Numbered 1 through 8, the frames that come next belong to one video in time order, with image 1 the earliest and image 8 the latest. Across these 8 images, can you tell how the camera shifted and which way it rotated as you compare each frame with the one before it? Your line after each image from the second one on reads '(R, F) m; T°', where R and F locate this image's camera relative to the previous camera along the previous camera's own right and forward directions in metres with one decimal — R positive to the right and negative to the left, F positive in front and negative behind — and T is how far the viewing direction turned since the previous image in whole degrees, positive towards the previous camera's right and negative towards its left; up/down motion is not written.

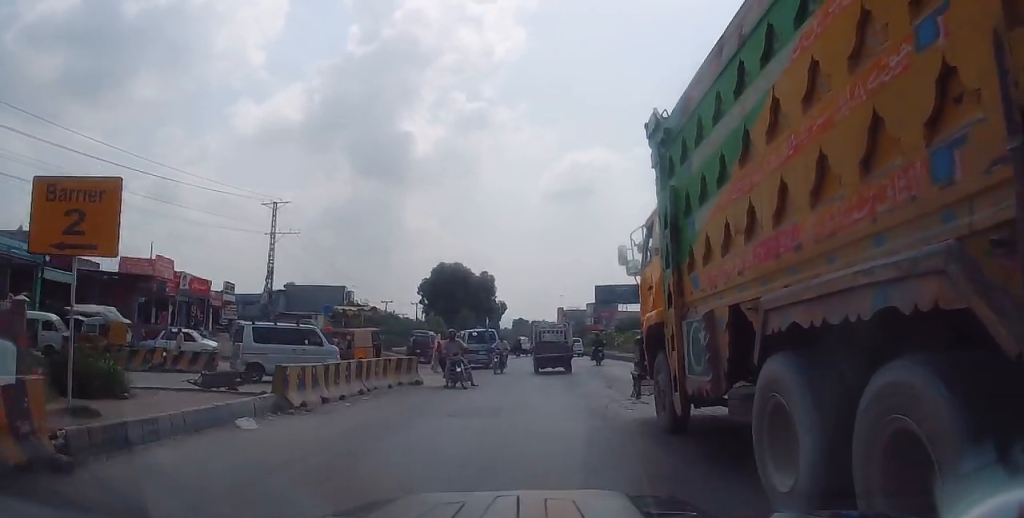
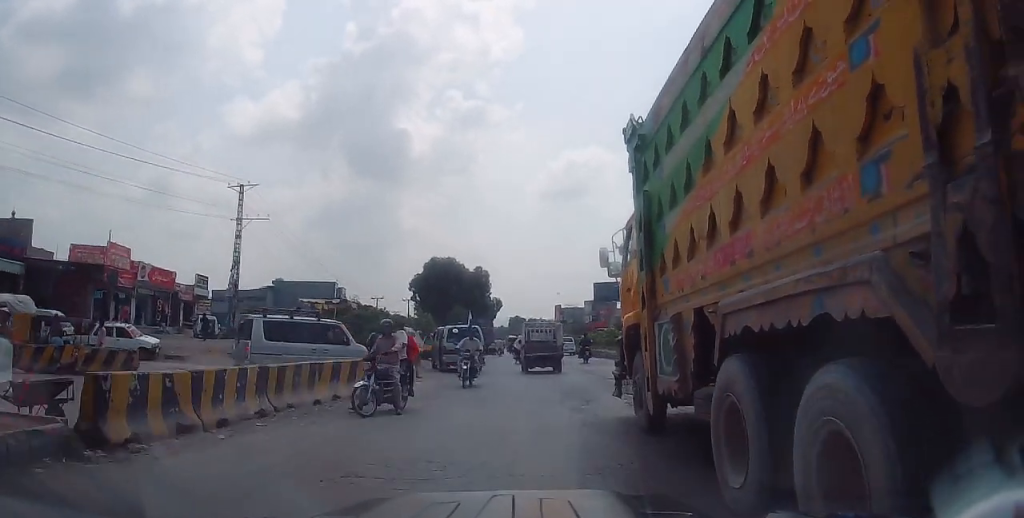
(+0.2, +5.1) m; +1°
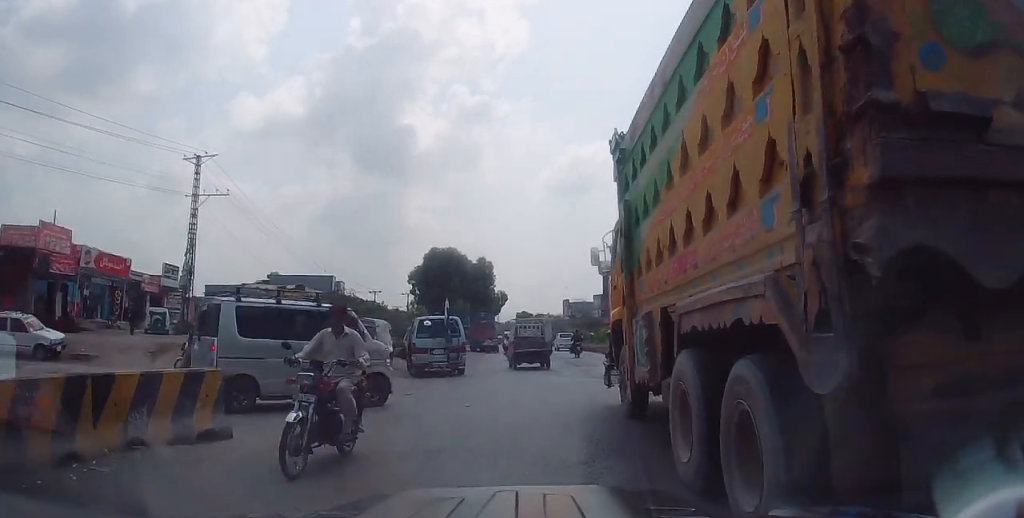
(0.0, +6.8) m; +4°
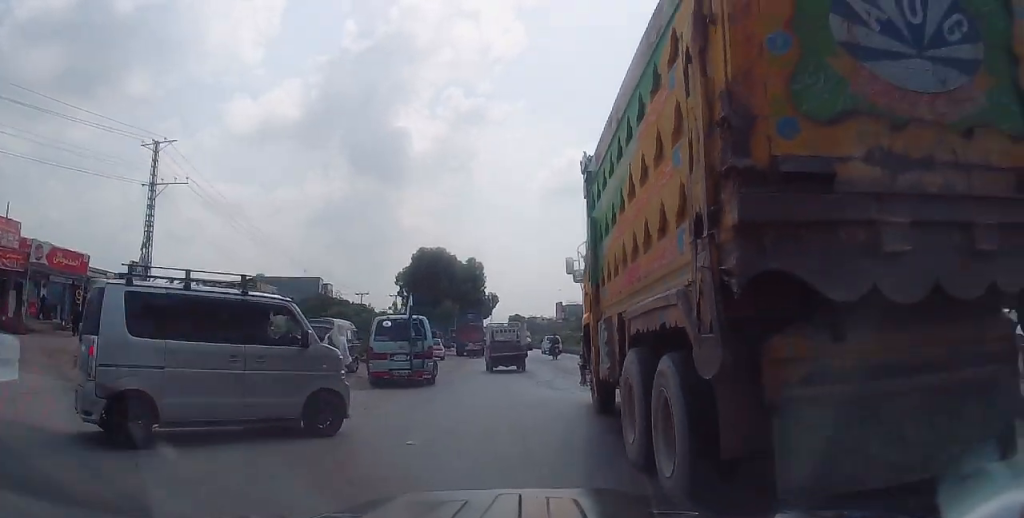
(+0.2, +3.9) m; -3°
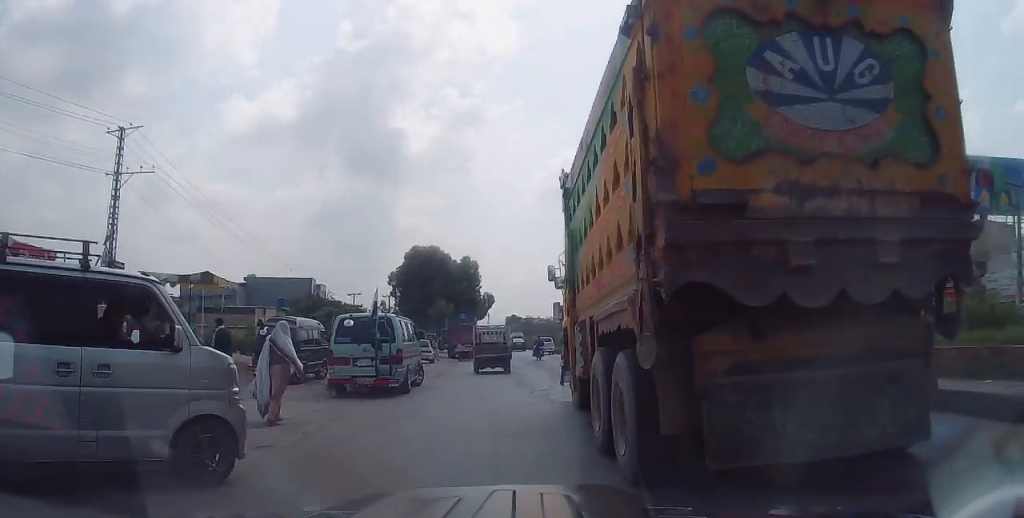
(+0.2, +3.1) m; -4°
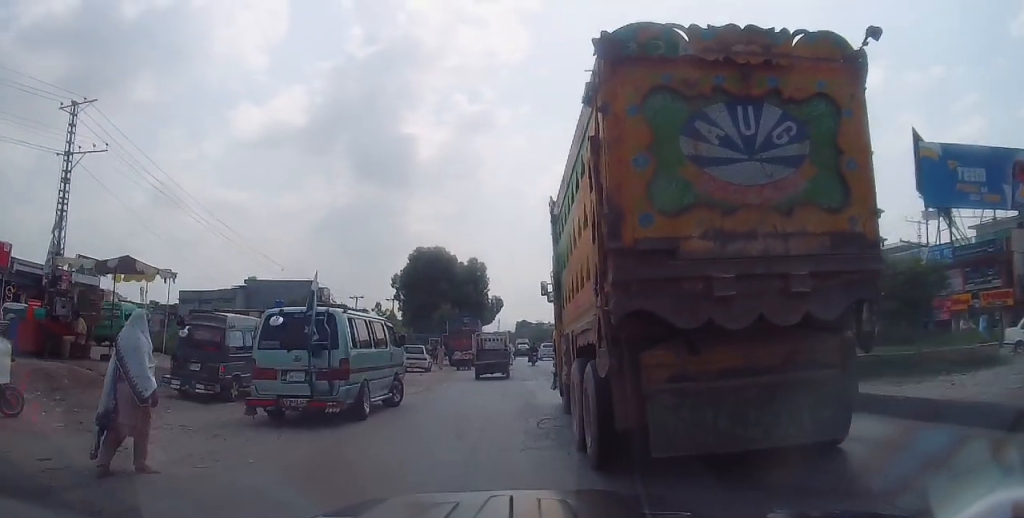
(-1.0, +4.7) m; -1°
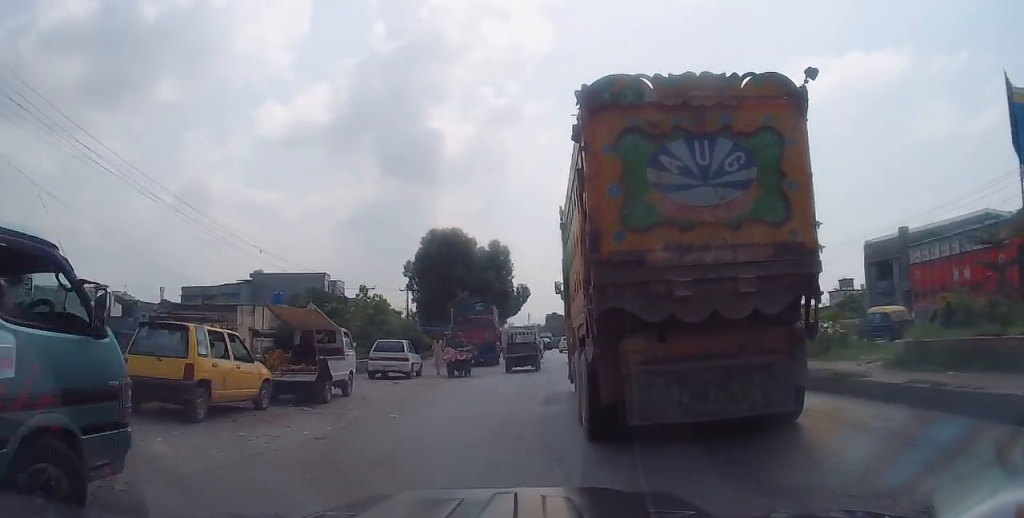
(+1.0, +11.0) m; +4°
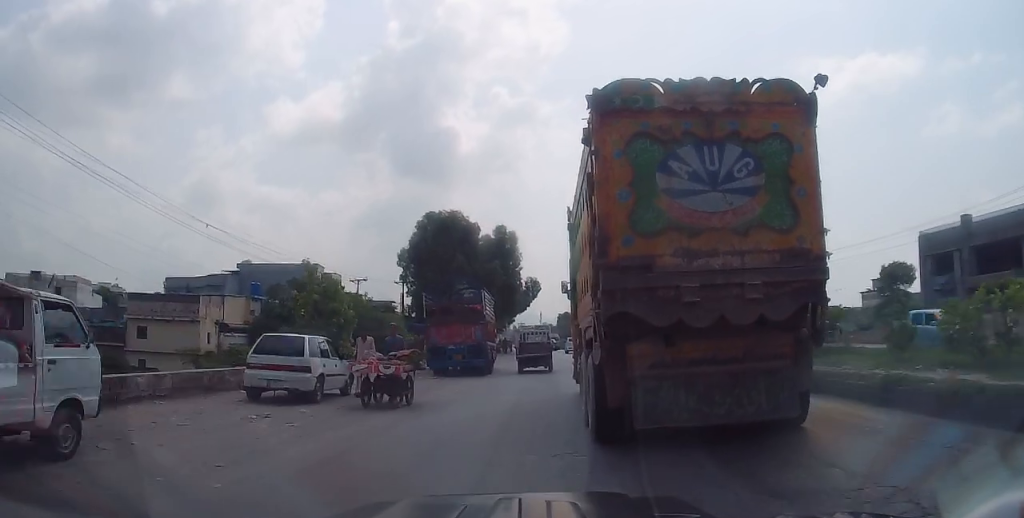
(-0.1, +10.3) m; -4°
